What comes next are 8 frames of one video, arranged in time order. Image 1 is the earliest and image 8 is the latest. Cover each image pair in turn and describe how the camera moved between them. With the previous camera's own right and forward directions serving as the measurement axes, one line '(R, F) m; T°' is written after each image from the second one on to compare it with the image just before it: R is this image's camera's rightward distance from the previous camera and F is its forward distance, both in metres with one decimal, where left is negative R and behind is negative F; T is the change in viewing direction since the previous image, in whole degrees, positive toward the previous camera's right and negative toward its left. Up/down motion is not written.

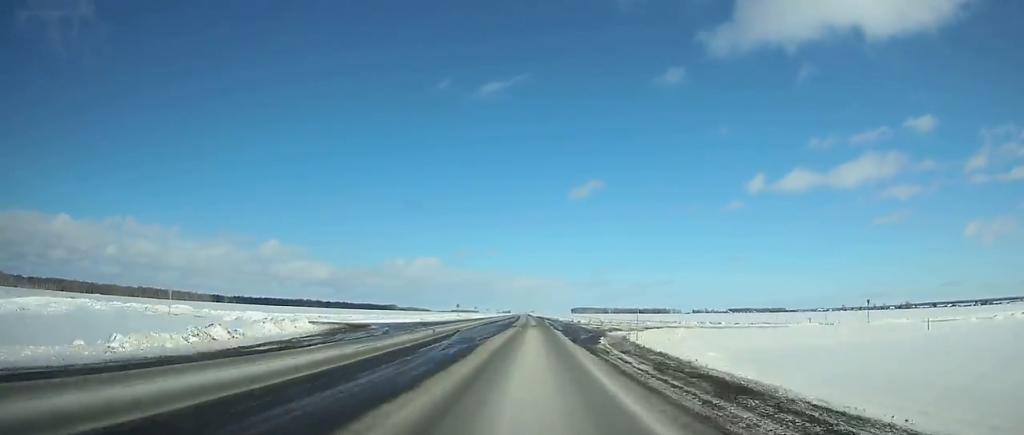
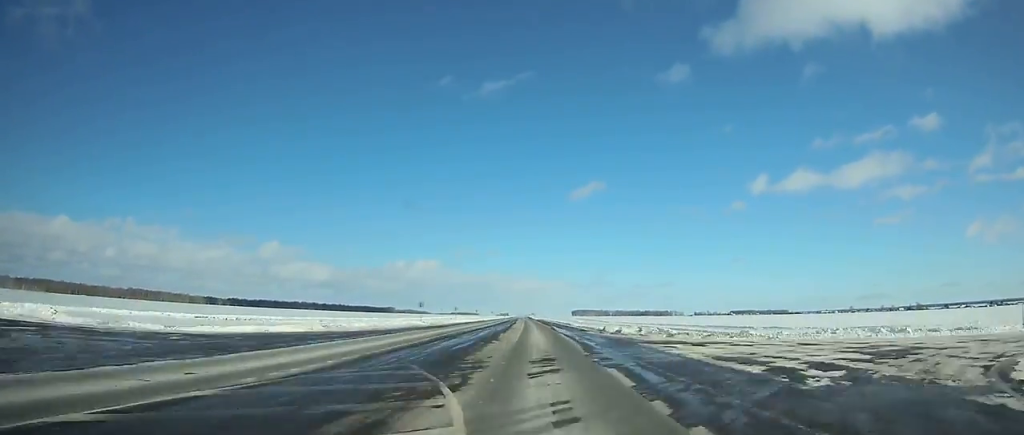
(0.0, +38.4) m; 0°
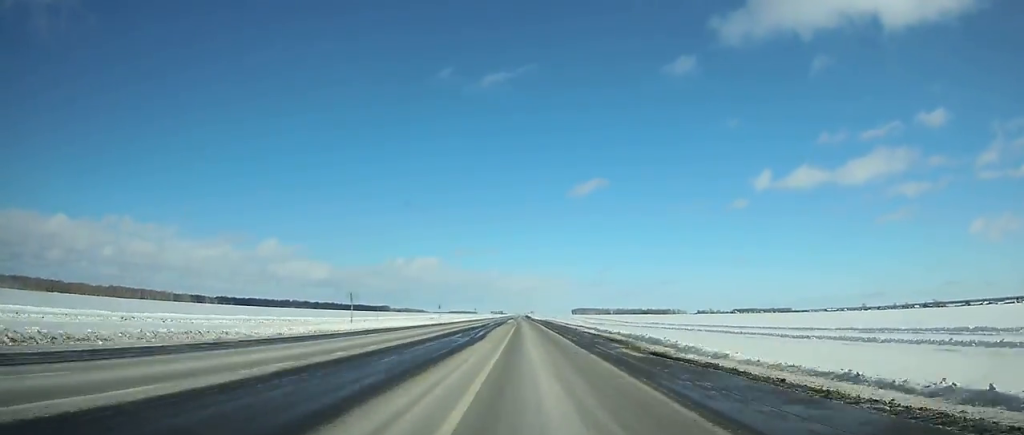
(0.0, +63.8) m; 0°
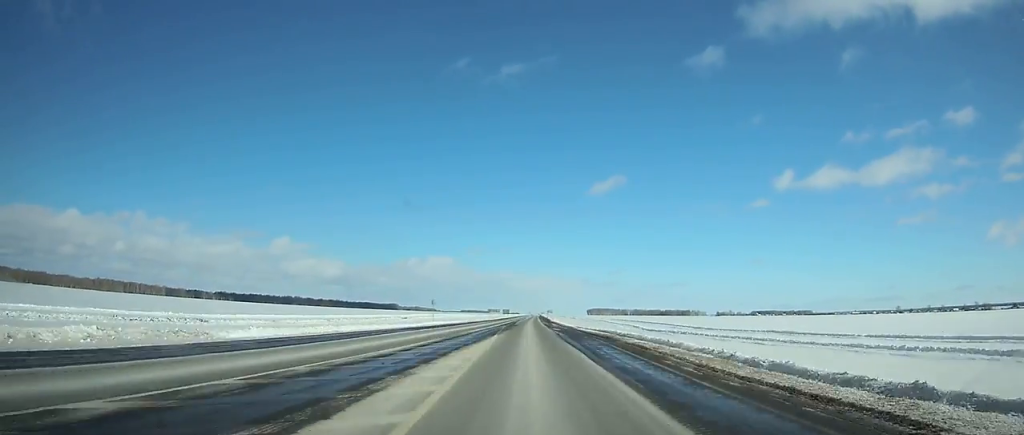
(-0.5, +89.1) m; 0°
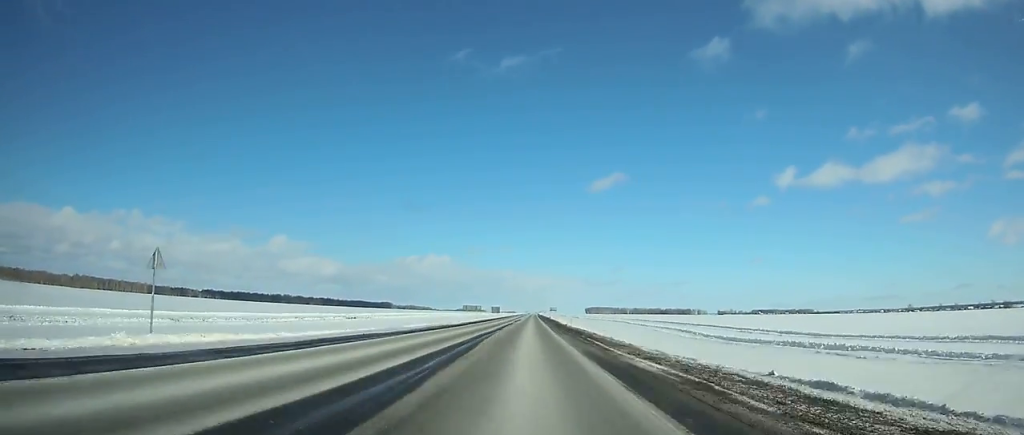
(0.0, +55.8) m; 0°
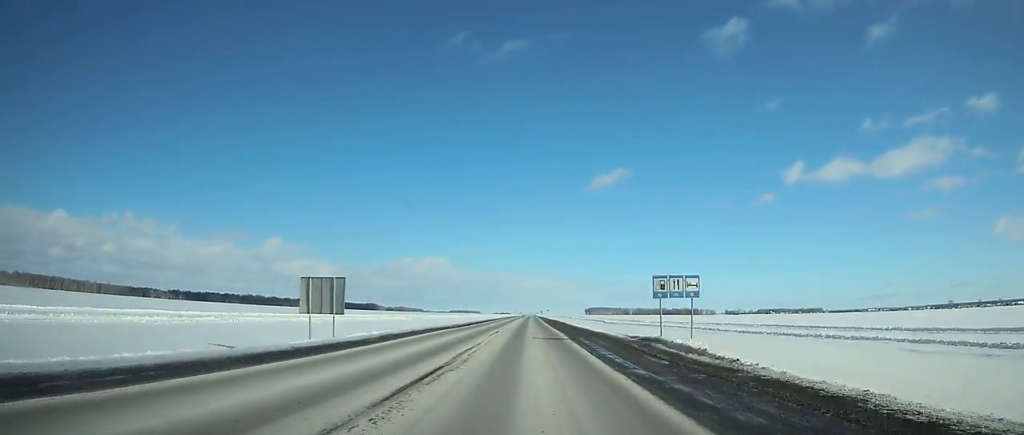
(+0.4, +147.6) m; 0°
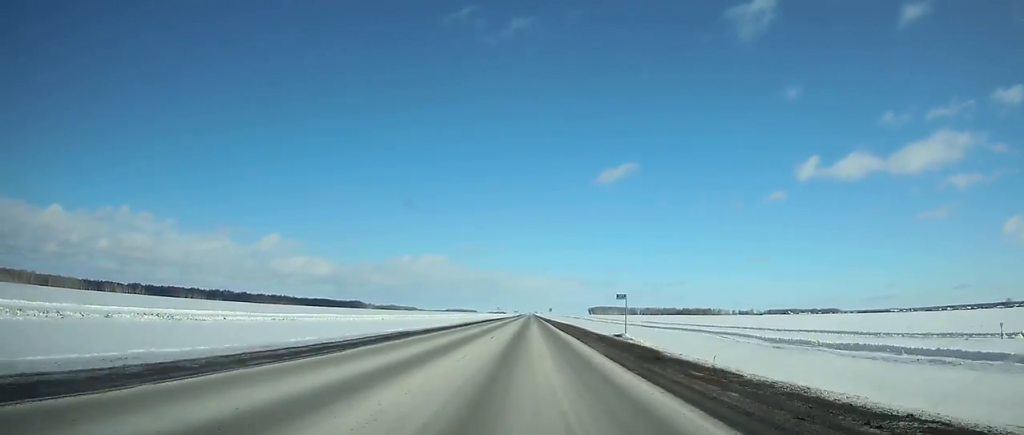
(+0.2, +167.5) m; 0°
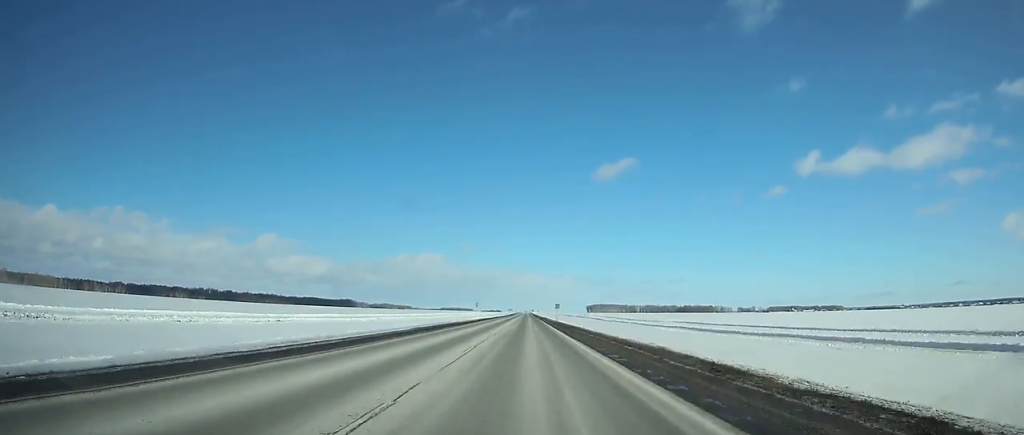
(+0.2, +60.5) m; 0°
